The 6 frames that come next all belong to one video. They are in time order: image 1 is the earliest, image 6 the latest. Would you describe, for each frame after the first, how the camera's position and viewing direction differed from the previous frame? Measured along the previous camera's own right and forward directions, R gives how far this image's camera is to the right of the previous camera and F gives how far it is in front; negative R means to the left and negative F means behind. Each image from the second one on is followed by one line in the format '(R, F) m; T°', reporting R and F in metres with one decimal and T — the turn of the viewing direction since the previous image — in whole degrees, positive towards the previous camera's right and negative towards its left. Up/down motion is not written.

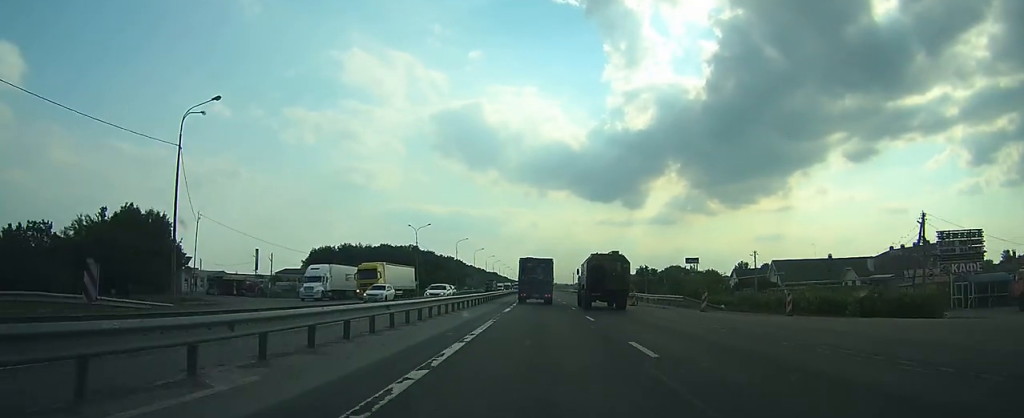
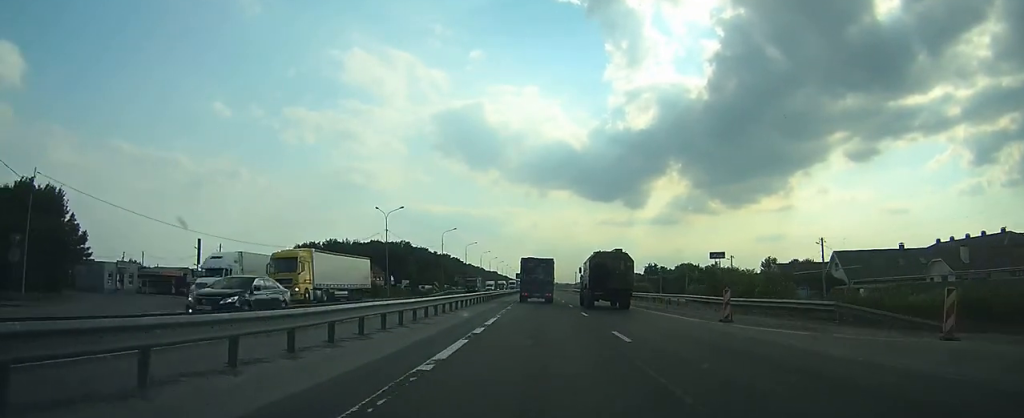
(+0.1, +20.8) m; 0°
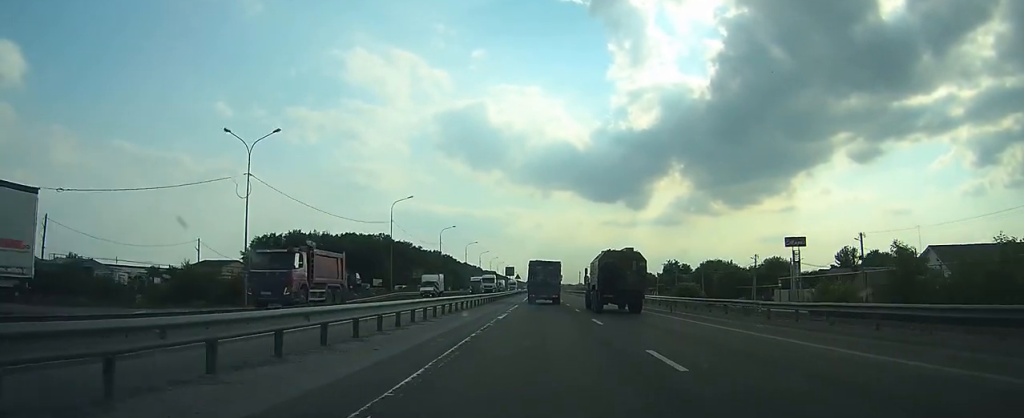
(-0.2, +40.1) m; -1°
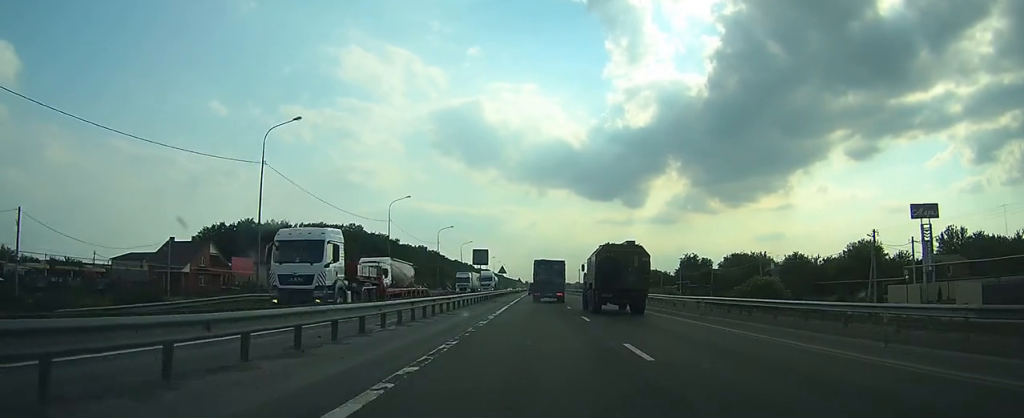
(-0.4, +34.1) m; -5°
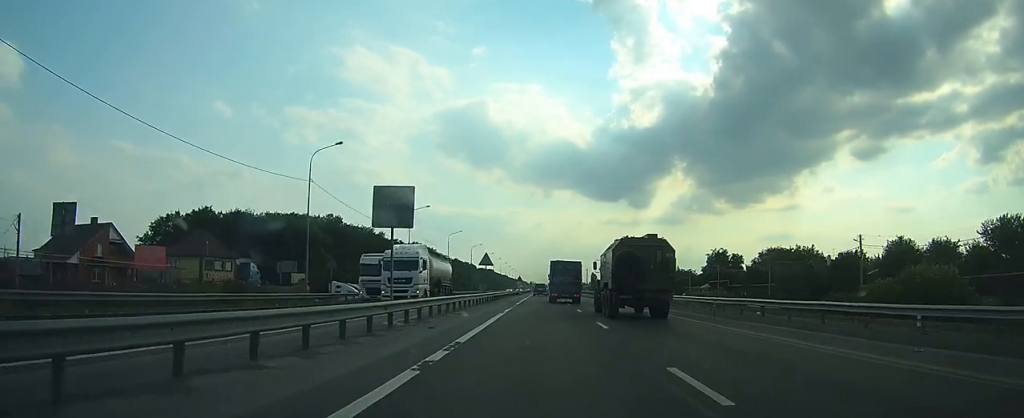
(-1.2, +27.4) m; 0°
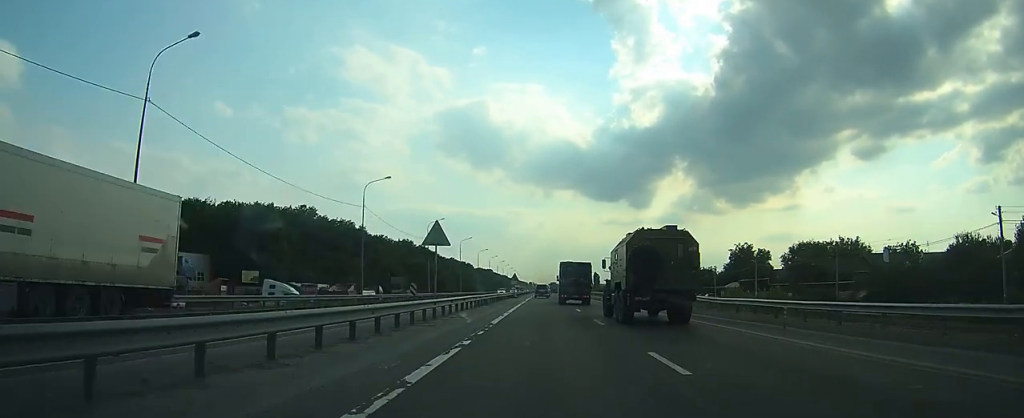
(+0.8, +21.2) m; +3°
